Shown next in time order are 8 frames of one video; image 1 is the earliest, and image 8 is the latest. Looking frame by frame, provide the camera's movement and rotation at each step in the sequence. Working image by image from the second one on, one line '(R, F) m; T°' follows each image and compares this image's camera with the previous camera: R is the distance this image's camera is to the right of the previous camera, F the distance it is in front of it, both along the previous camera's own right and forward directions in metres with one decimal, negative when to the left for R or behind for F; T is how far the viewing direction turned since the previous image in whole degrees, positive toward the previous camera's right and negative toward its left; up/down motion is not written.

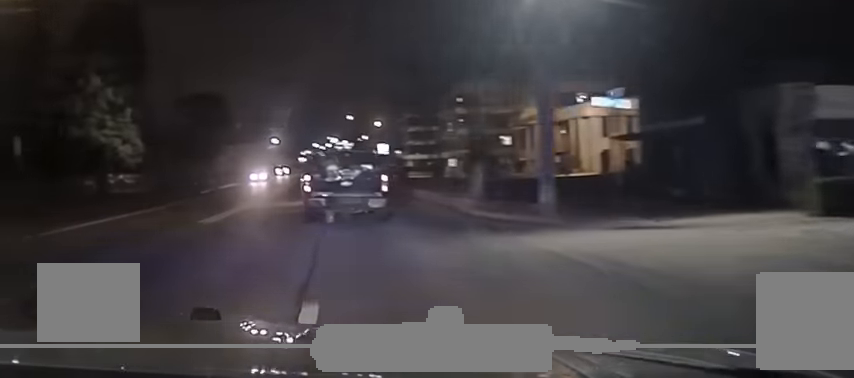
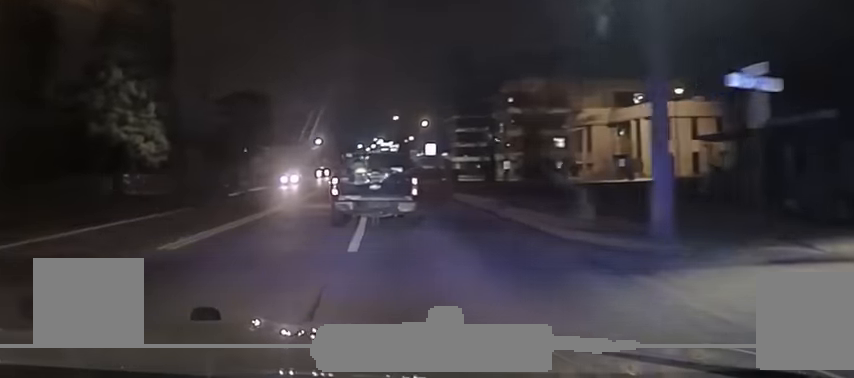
(-0.6, +5.9) m; -3°
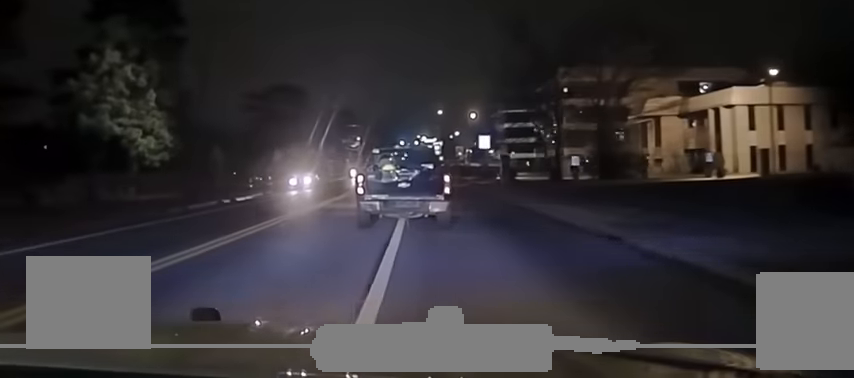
(-0.5, +9.3) m; -4°
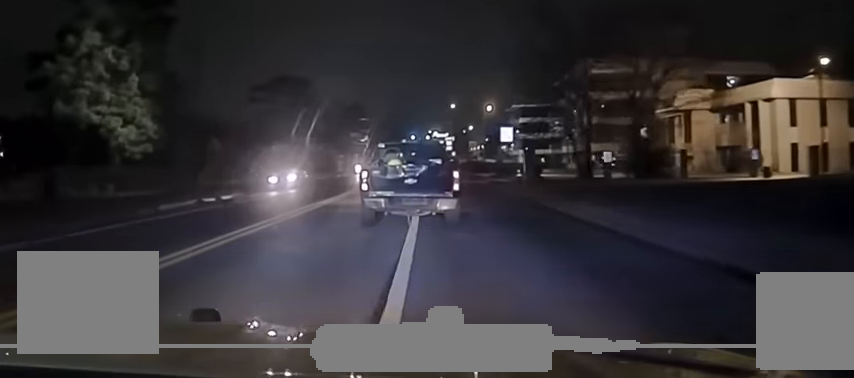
(0.0, +5.7) m; -1°
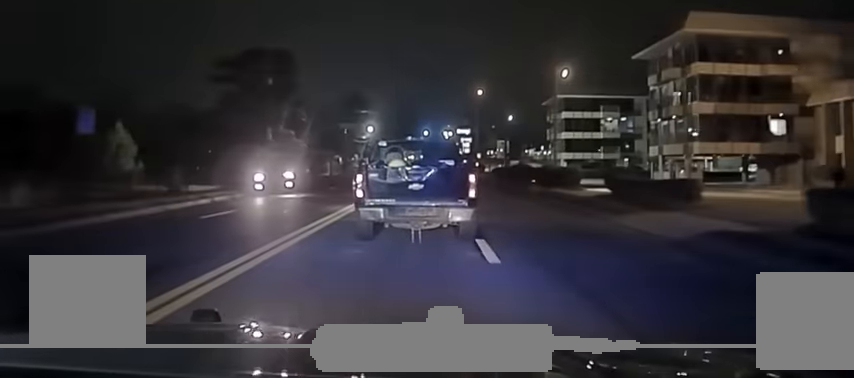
(-1.5, +36.0) m; -1°
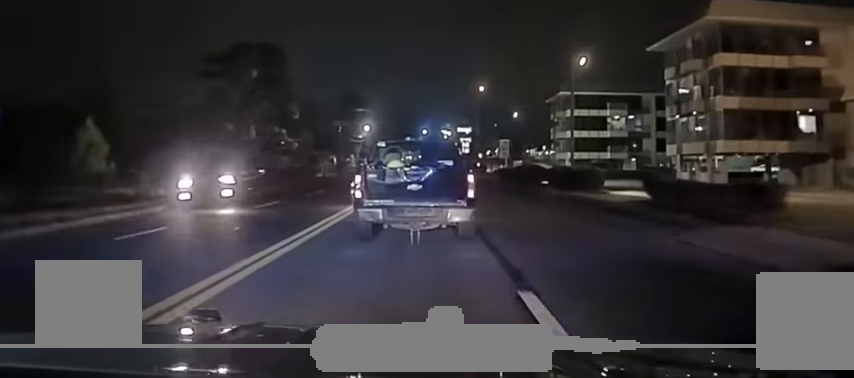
(+0.2, +5.6) m; 0°
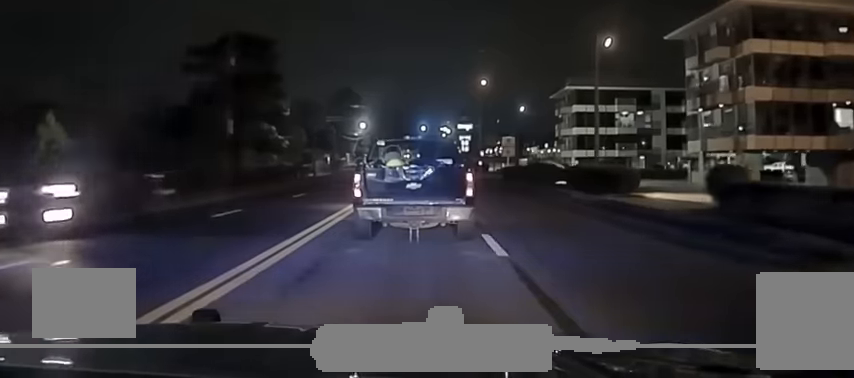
(+0.2, +6.2) m; 0°
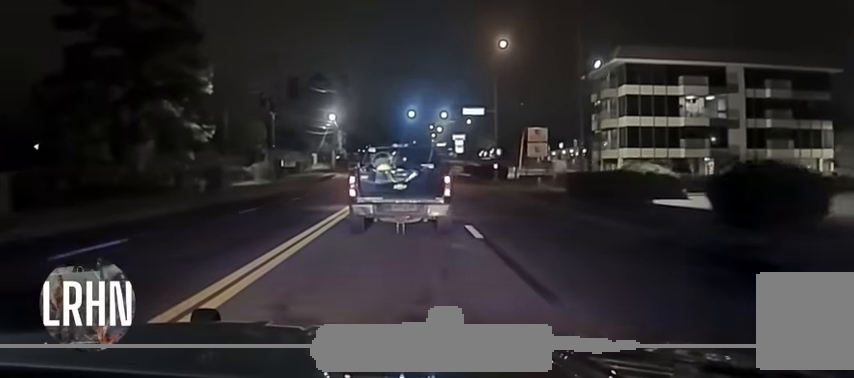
(-0.1, +33.0) m; 0°
